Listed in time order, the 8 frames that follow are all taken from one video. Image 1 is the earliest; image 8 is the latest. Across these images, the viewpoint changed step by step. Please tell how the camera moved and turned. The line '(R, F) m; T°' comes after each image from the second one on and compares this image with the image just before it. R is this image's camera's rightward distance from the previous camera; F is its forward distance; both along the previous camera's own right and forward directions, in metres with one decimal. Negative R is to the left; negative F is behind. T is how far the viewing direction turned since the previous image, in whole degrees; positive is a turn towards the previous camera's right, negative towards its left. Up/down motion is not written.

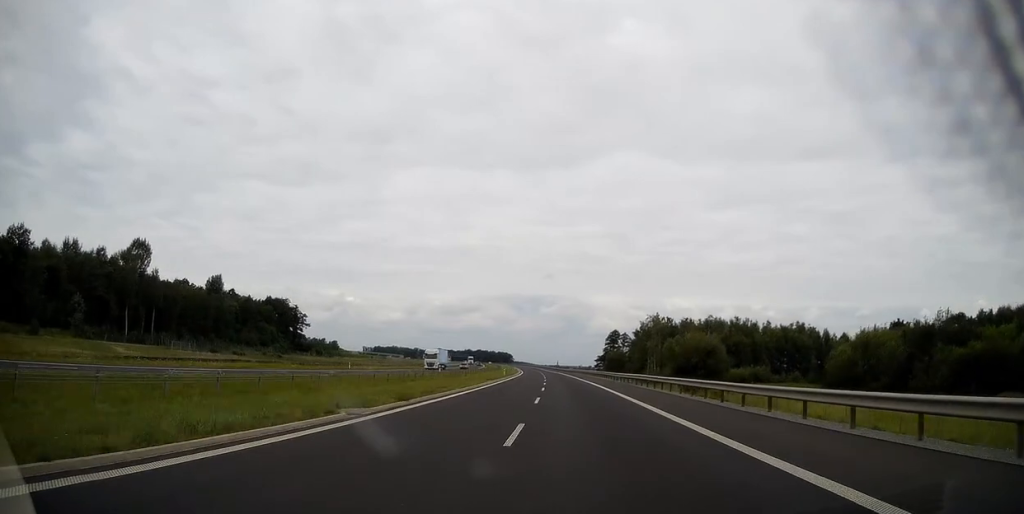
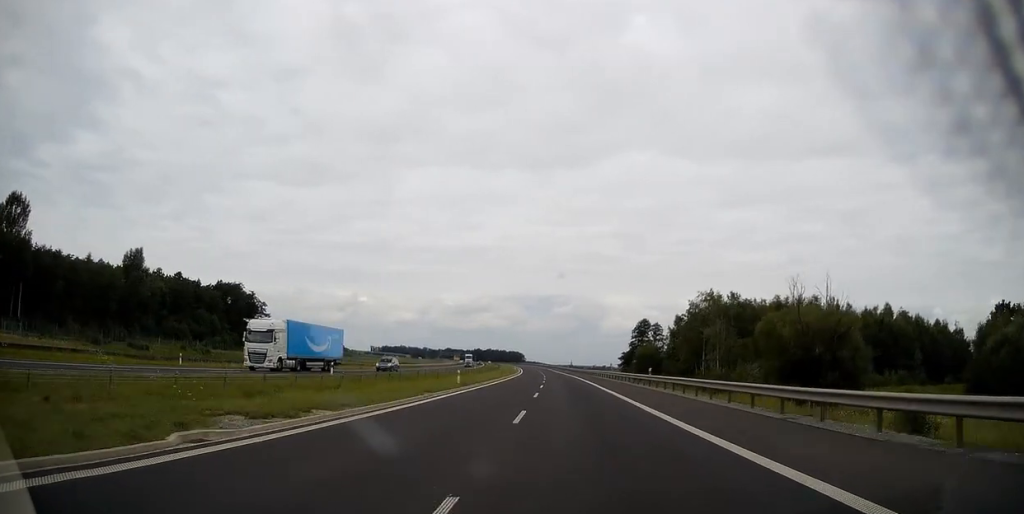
(-0.2, +44.0) m; -1°
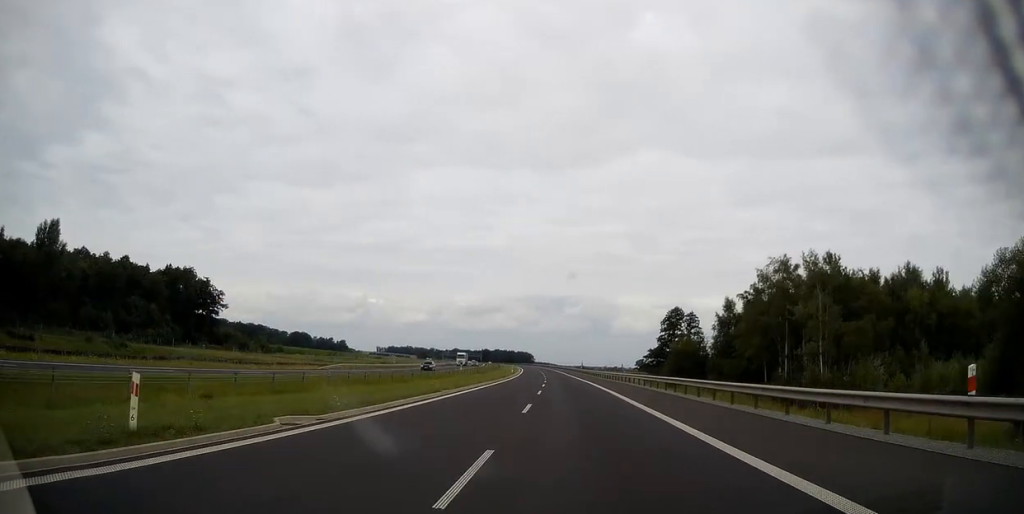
(-0.3, +32.4) m; -1°
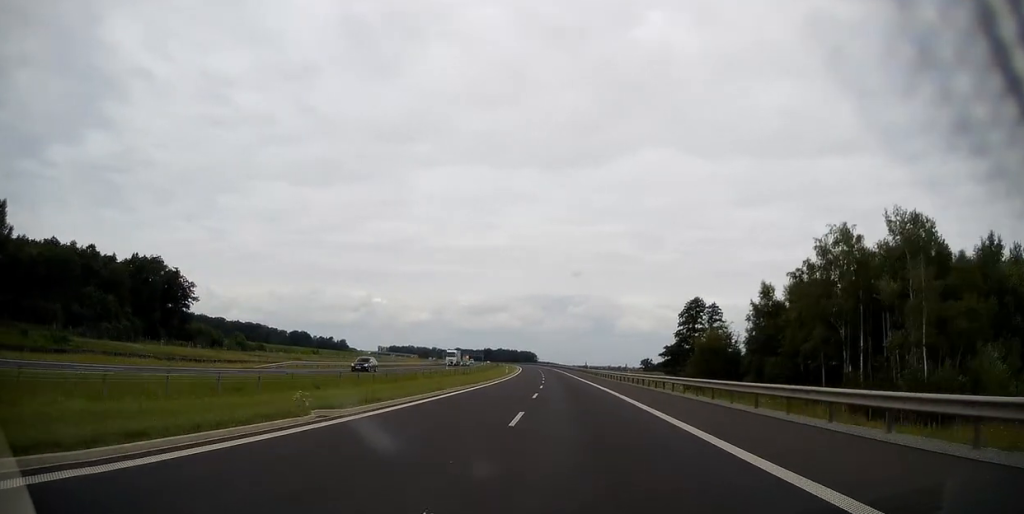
(-0.2, +16.2) m; 0°
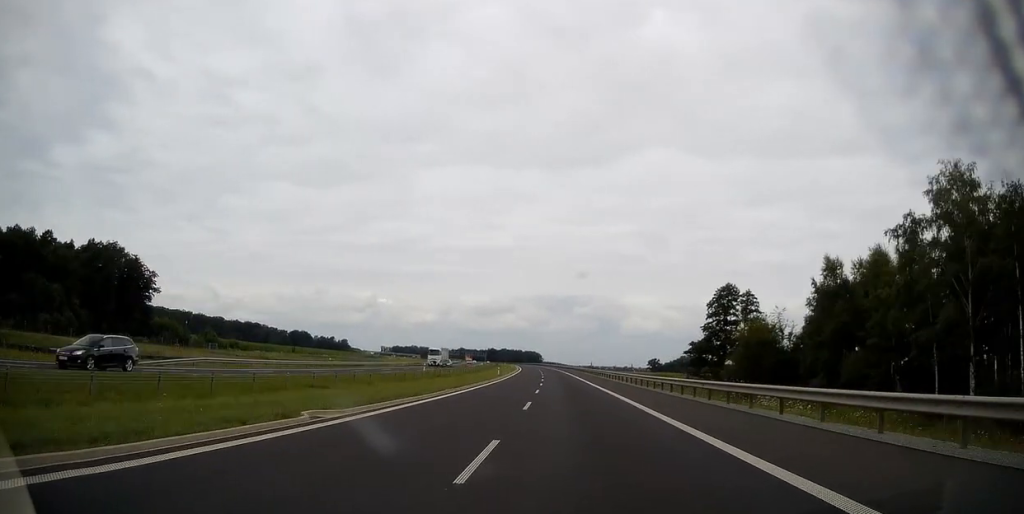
(+0.1, +18.5) m; -1°
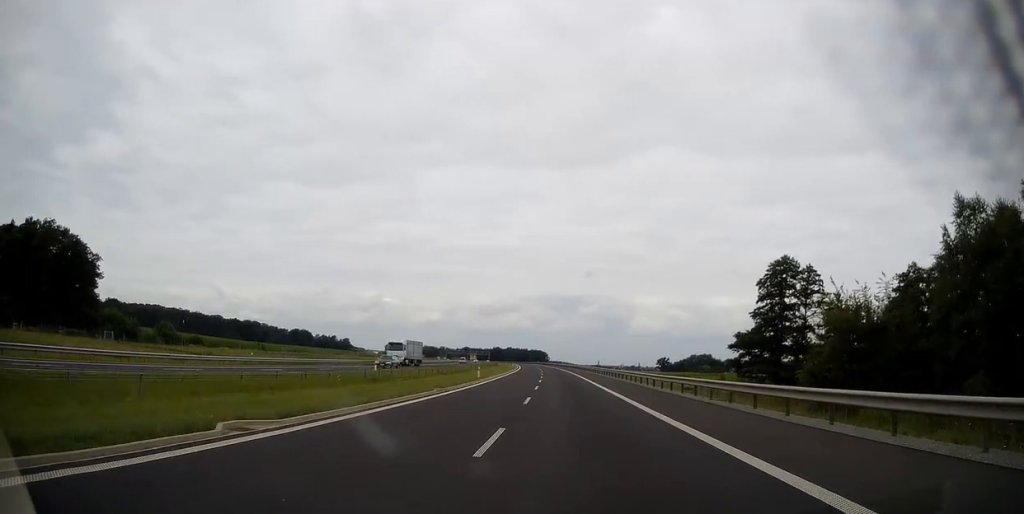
(0.0, +22.0) m; -1°
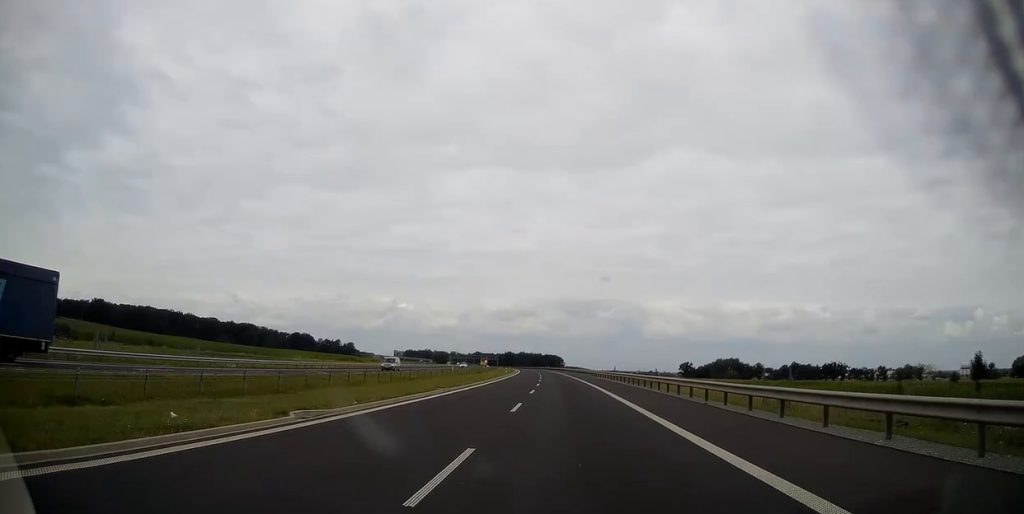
(-1.1, +50.9) m; -1°
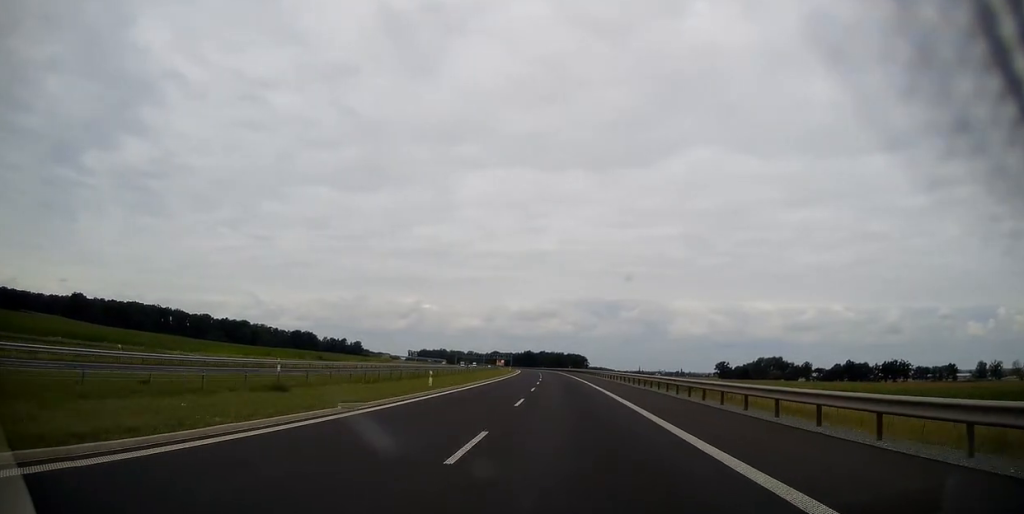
(-0.9, +69.5) m; -2°
